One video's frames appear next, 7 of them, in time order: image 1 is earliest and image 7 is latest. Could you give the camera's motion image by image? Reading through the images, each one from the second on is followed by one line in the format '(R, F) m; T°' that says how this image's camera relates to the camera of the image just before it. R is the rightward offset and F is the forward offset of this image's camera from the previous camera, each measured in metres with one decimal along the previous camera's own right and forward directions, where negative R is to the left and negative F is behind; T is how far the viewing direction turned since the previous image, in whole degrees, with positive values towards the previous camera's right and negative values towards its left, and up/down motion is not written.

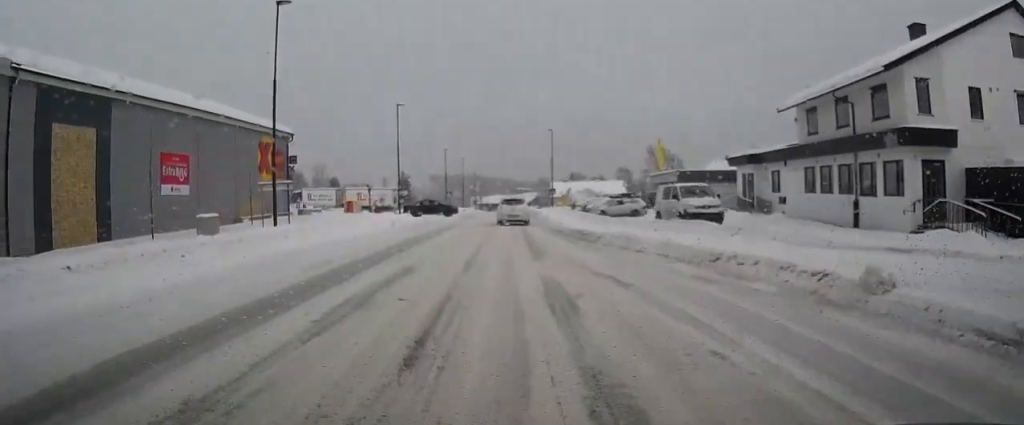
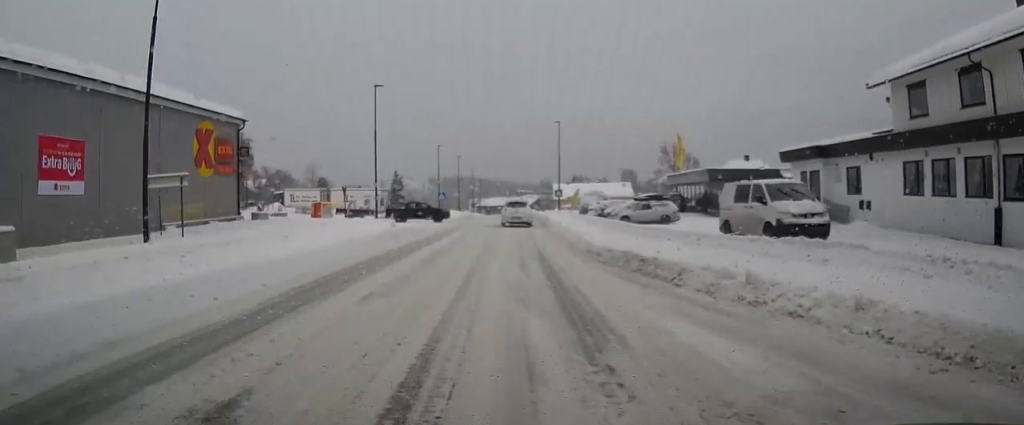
(+0.4, +9.0) m; +1°
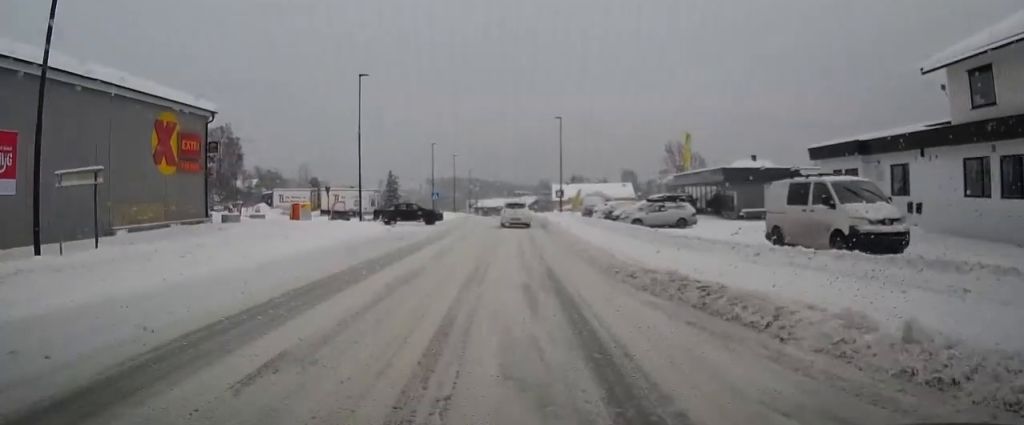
(-0.1, +4.1) m; -1°
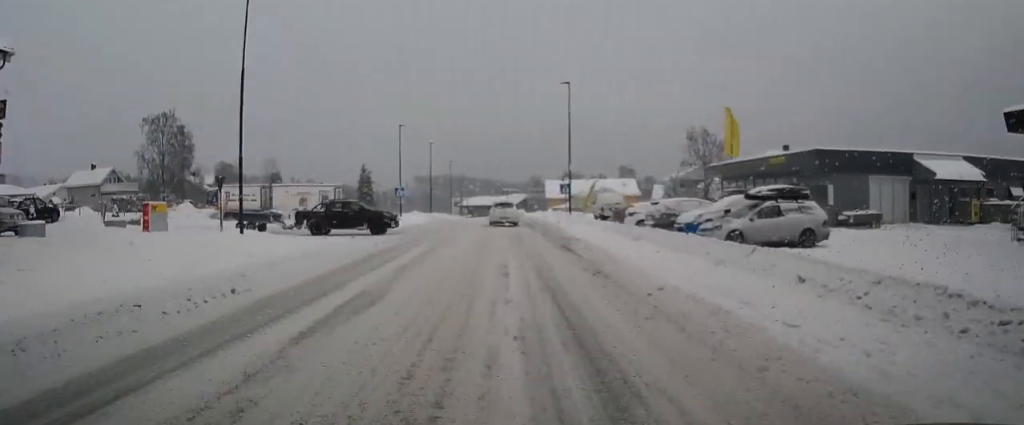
(-0.2, +15.9) m; 0°
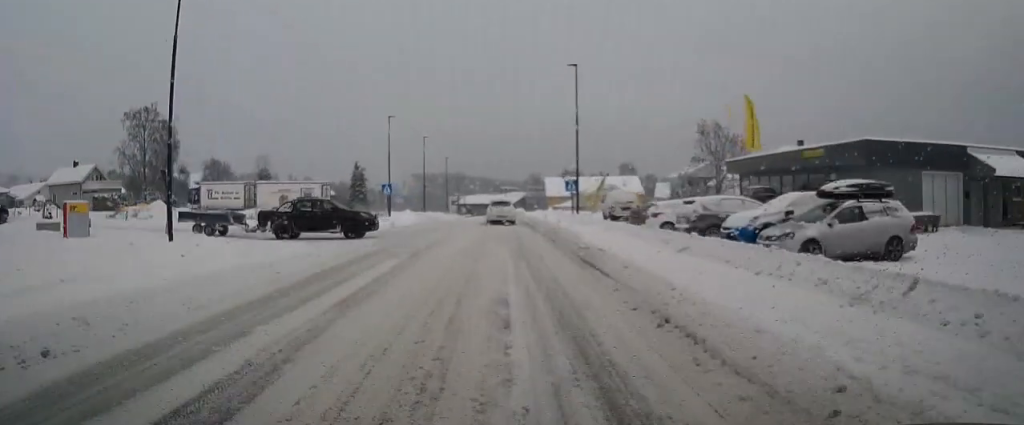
(0.0, +4.9) m; 0°
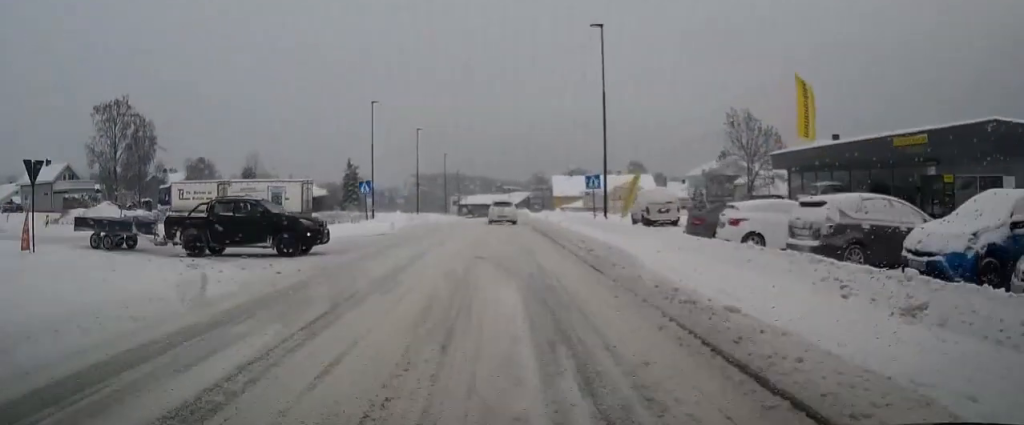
(+0.1, +8.5) m; +1°
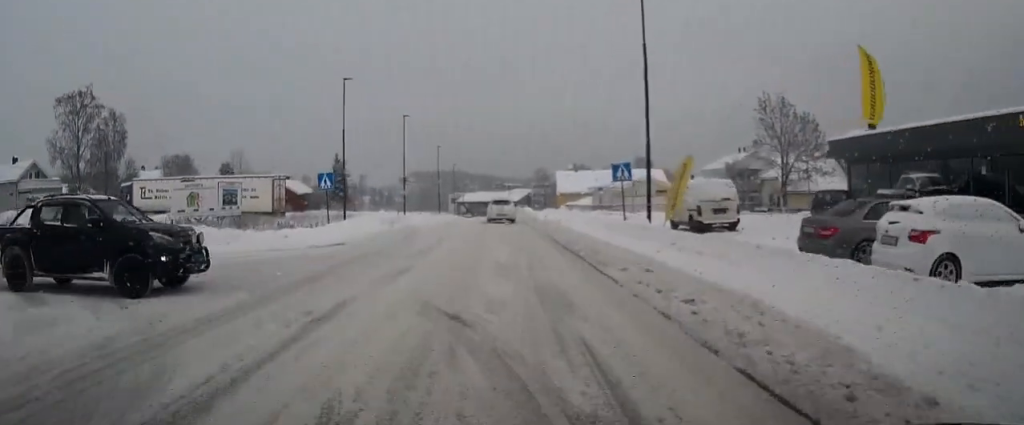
(0.0, +8.4) m; 0°
